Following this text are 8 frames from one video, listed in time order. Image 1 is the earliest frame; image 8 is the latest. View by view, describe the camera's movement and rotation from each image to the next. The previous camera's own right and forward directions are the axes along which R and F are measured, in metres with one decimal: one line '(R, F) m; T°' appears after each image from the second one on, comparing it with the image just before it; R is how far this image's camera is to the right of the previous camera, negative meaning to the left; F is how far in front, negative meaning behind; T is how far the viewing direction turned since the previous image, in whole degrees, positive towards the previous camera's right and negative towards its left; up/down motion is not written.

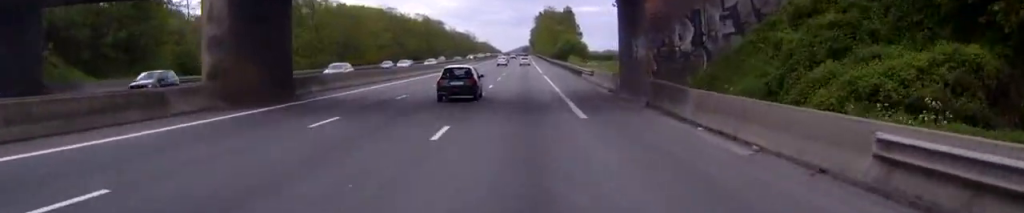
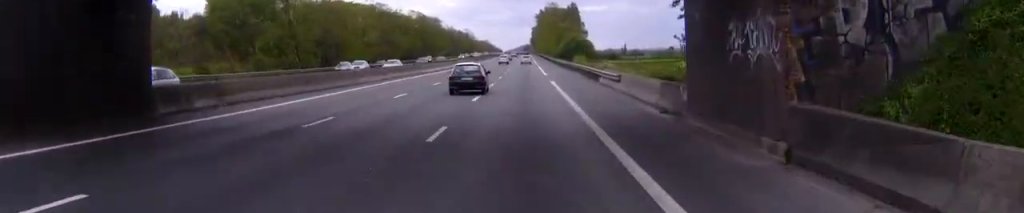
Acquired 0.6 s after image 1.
(0.0, +13.6) m; 0°
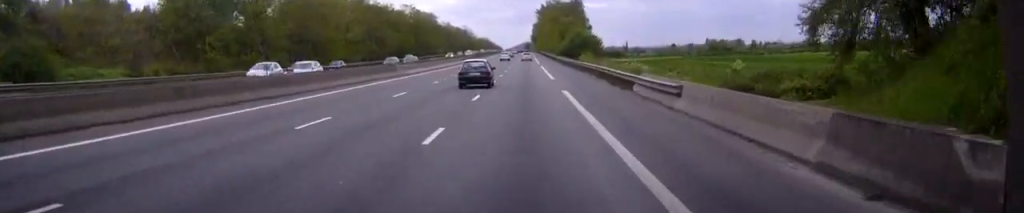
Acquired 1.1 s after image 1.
(0.0, +13.5) m; 0°
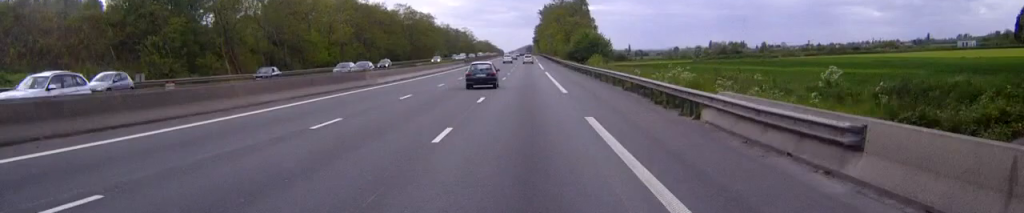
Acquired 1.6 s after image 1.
(-0.1, +11.9) m; 0°
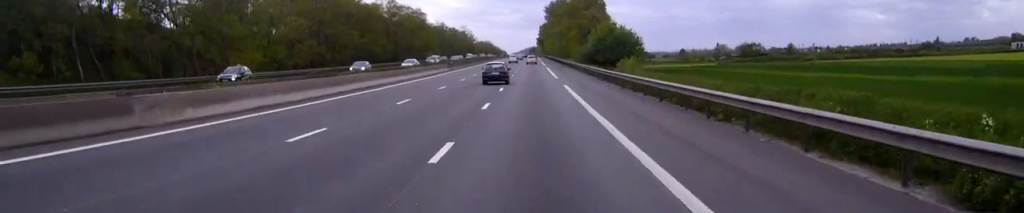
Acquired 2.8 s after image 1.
(0.0, +28.6) m; +1°
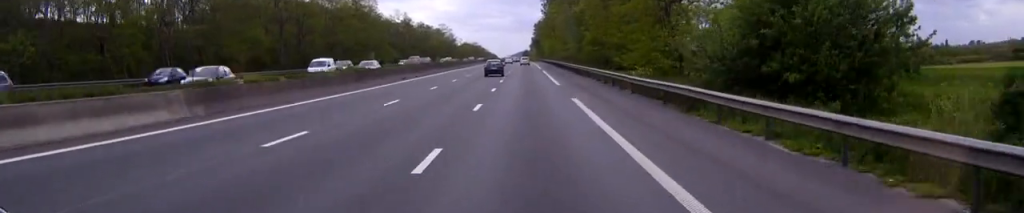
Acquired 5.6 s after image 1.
(+0.1, +65.8) m; 0°
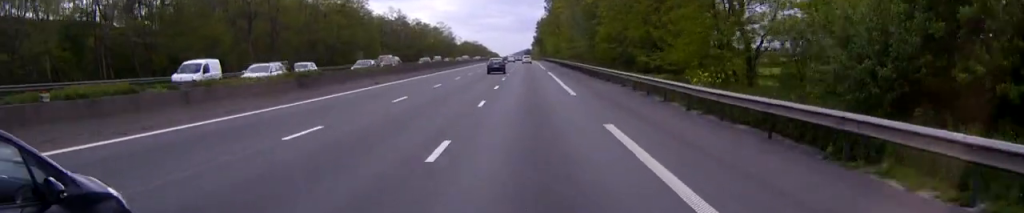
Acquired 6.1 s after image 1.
(0.0, +12.0) m; 0°
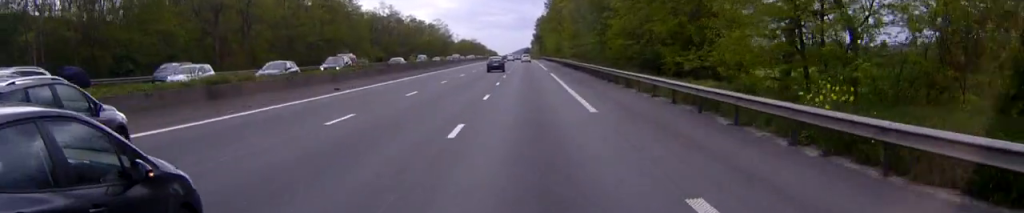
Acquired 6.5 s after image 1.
(0.0, +9.6) m; 0°
